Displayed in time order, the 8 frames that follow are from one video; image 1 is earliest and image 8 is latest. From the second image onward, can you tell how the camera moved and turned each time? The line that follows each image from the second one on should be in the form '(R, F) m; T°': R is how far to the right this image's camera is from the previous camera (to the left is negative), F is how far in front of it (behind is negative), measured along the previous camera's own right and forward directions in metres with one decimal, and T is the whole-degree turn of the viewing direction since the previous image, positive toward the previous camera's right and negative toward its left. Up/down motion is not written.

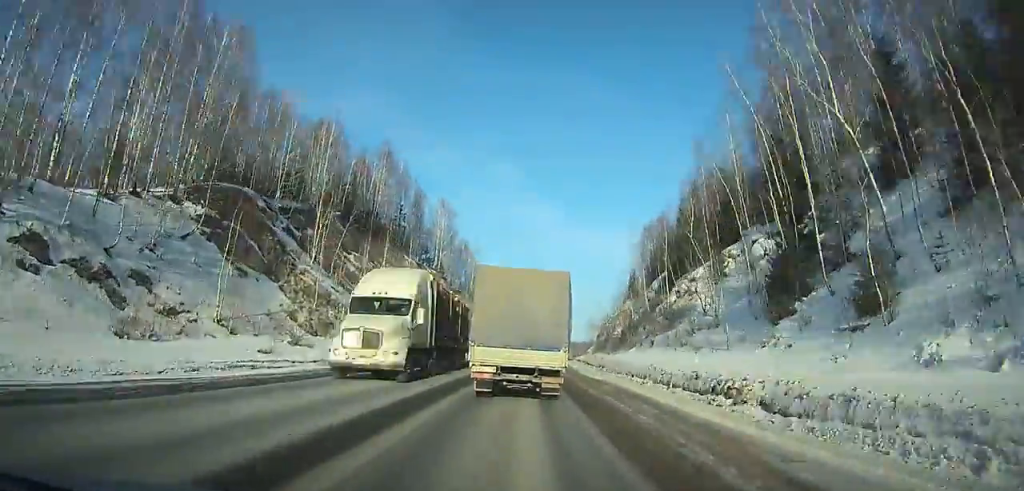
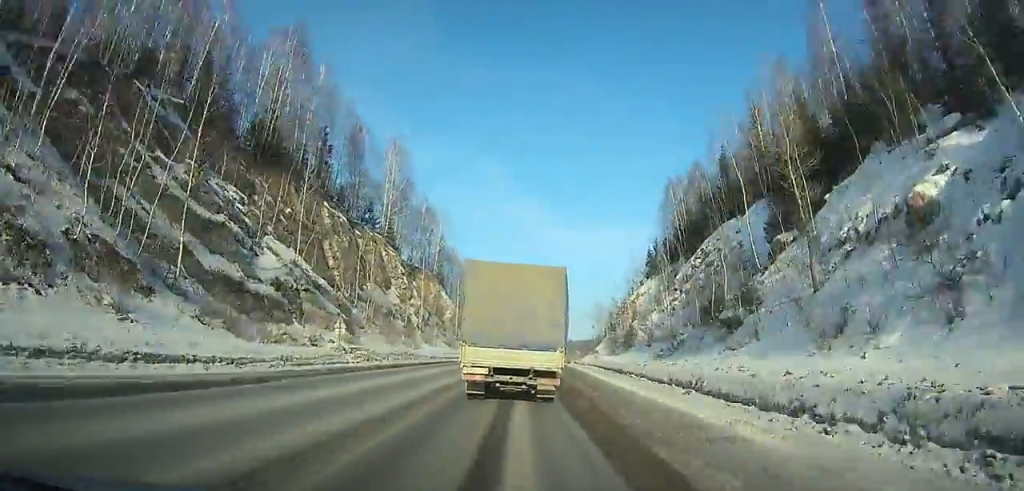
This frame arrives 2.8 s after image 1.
(+0.5, +35.5) m; +2°
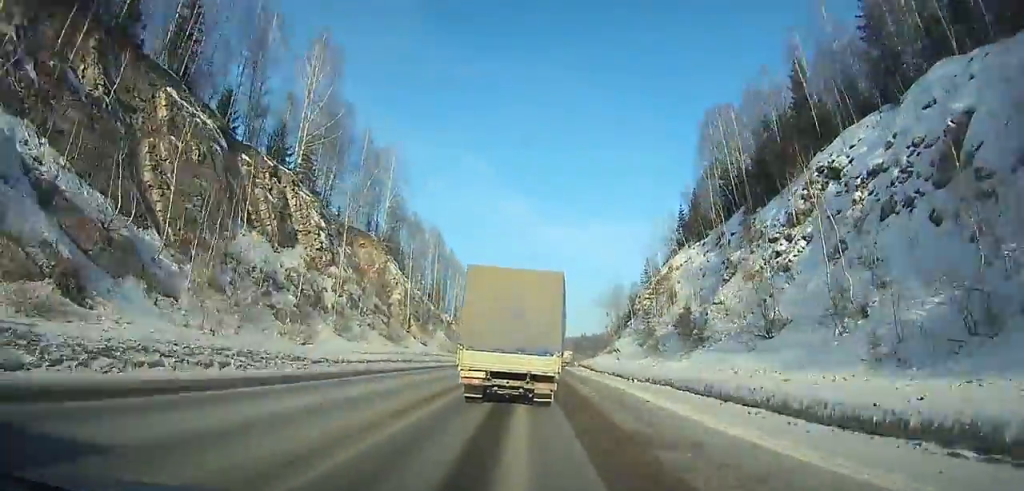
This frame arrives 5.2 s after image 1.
(+0.4, +30.7) m; +1°
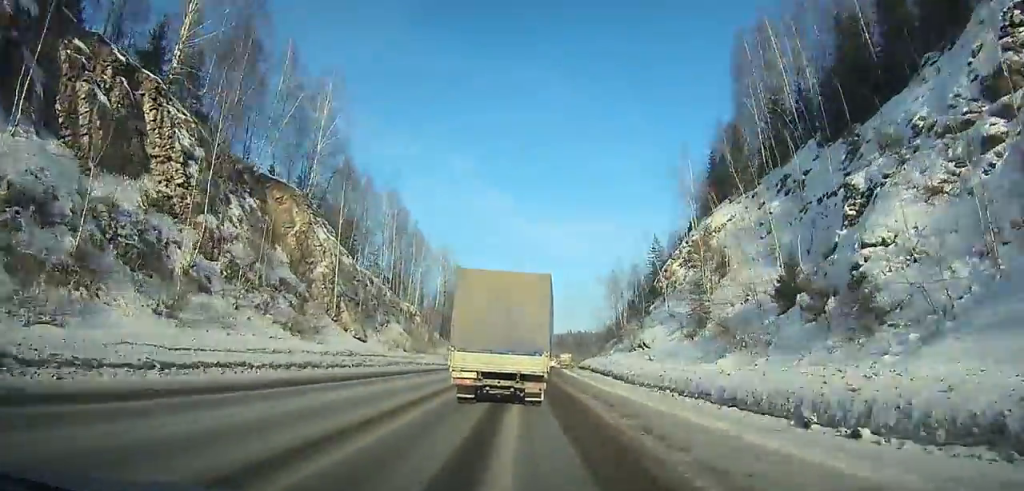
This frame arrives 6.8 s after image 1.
(+0.1, +20.5) m; +1°
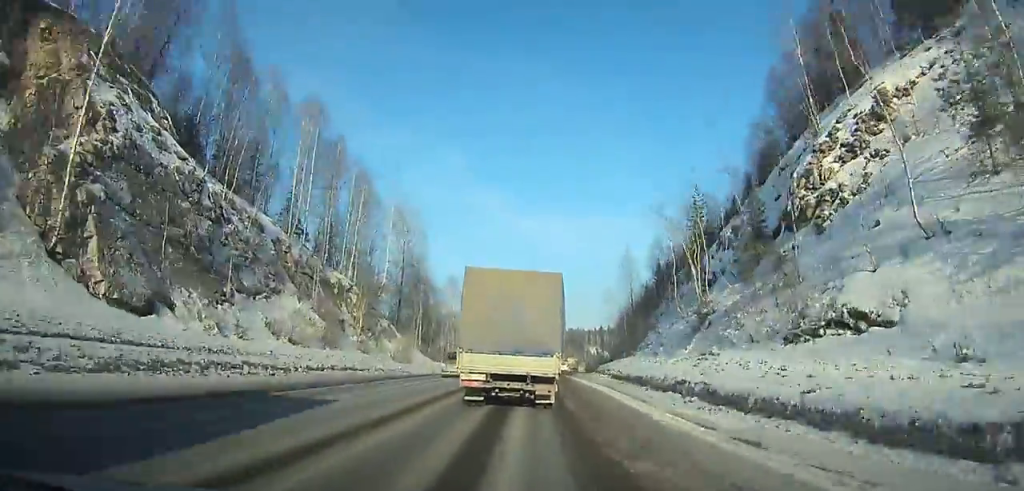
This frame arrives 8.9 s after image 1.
(+0.2, +27.4) m; +2°
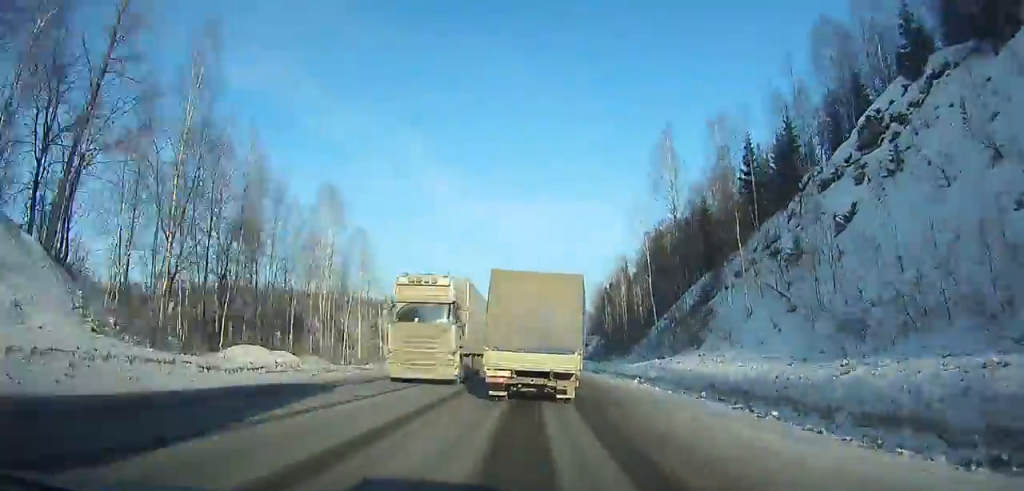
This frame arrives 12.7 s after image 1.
(+1.6, +50.8) m; +5°
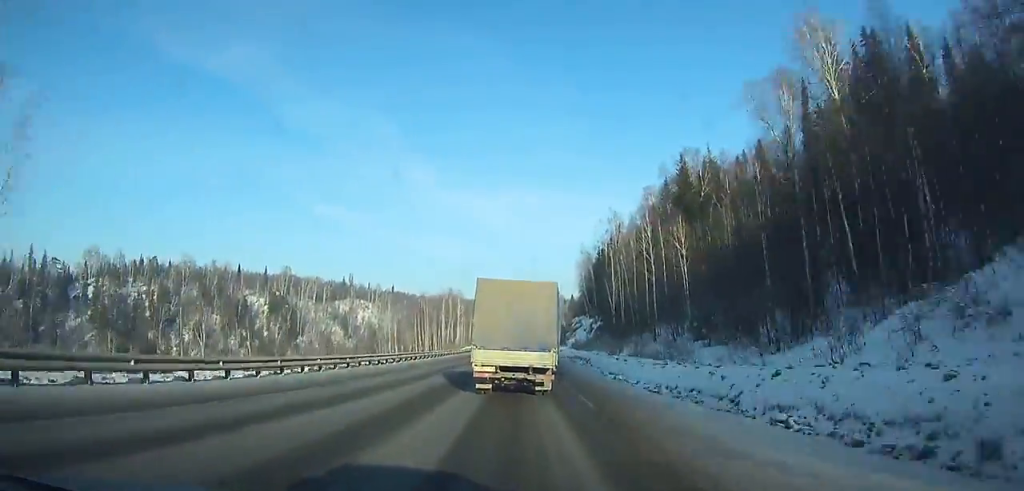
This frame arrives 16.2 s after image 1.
(+1.8, +49.9) m; +3°
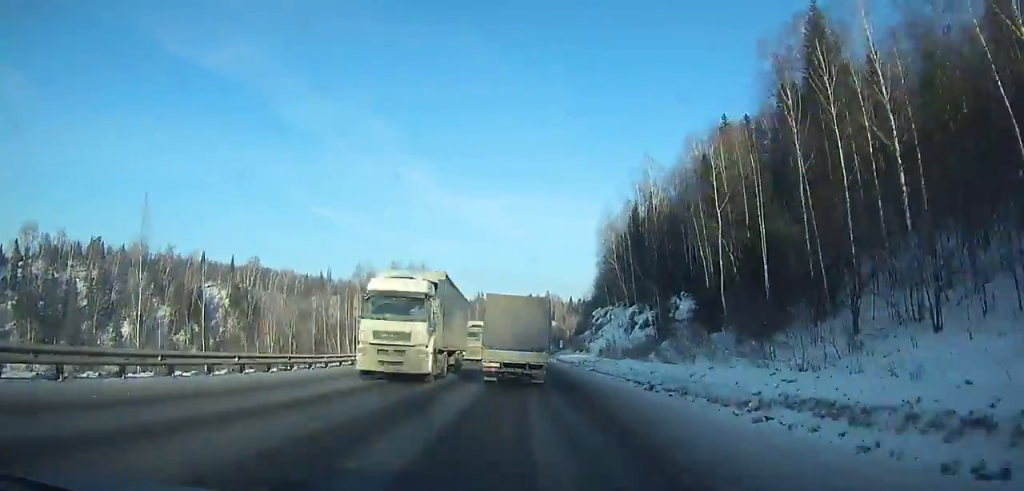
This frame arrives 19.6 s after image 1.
(+0.4, +52.0) m; +1°
